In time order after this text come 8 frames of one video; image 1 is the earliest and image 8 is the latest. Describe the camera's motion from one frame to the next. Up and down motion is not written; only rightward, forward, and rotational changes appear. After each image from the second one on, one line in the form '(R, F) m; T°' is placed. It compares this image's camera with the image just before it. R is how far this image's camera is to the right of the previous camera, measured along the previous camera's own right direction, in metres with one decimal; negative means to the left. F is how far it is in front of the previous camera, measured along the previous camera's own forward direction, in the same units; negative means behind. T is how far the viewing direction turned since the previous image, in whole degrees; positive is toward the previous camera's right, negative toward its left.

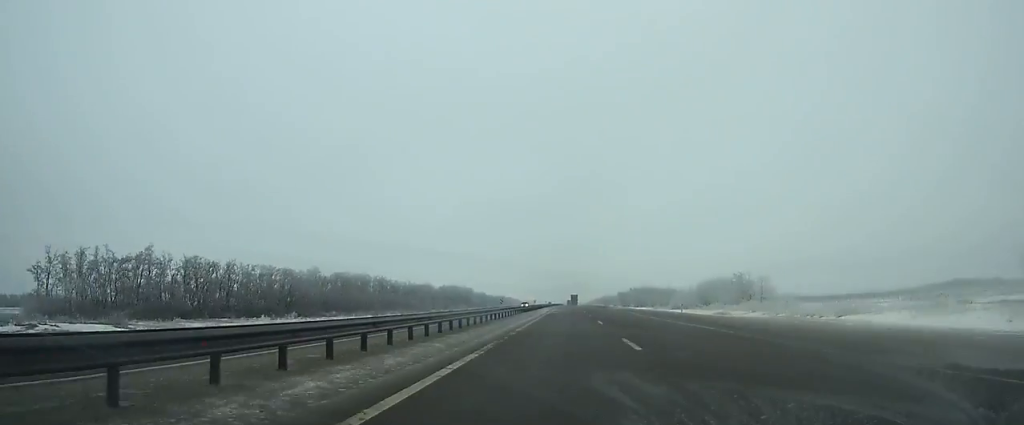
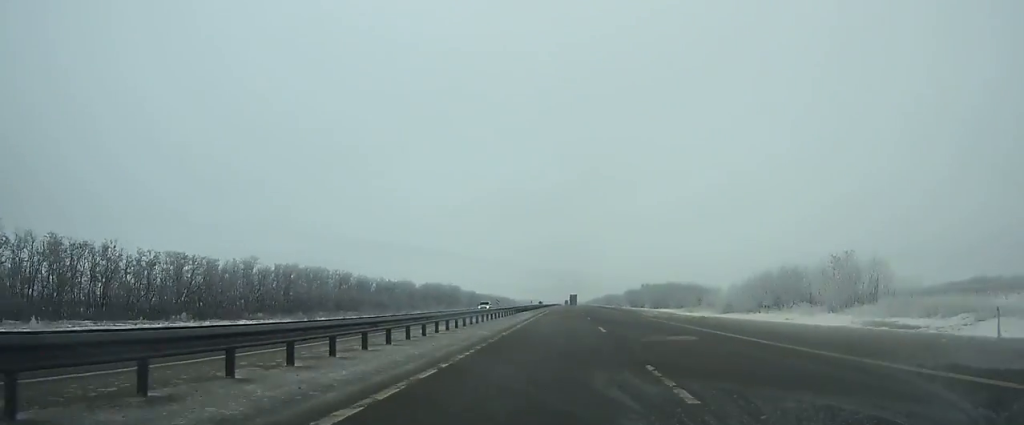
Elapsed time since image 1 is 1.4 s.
(0.0, +36.2) m; 0°
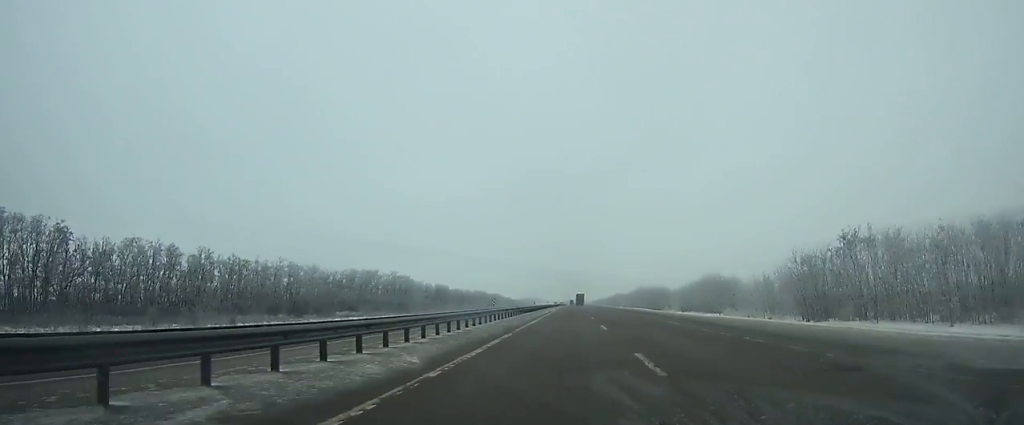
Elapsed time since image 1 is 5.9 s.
(-0.2, +113.7) m; 0°
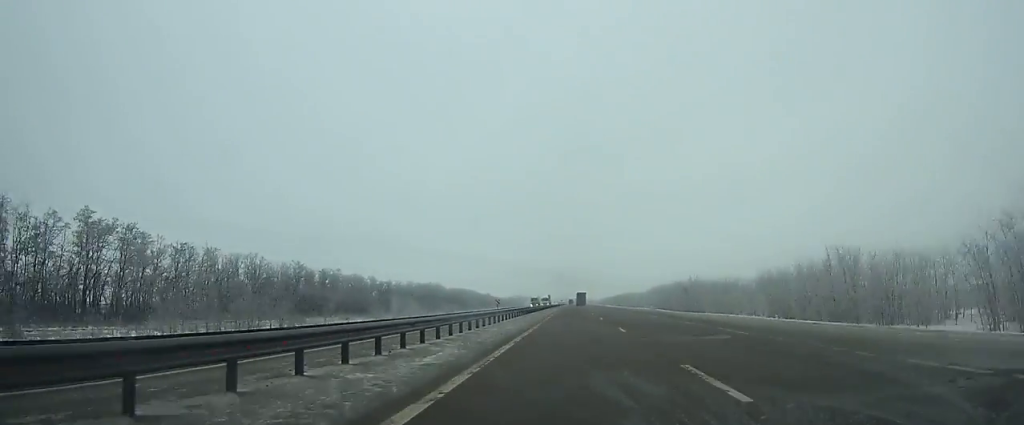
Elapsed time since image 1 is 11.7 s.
(-0.4, +153.7) m; 0°
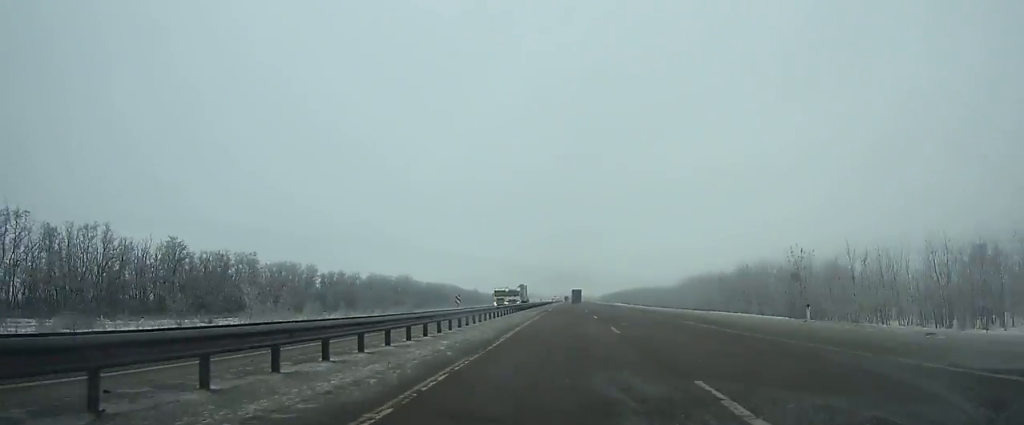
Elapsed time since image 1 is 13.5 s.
(+0.2, +49.4) m; 0°
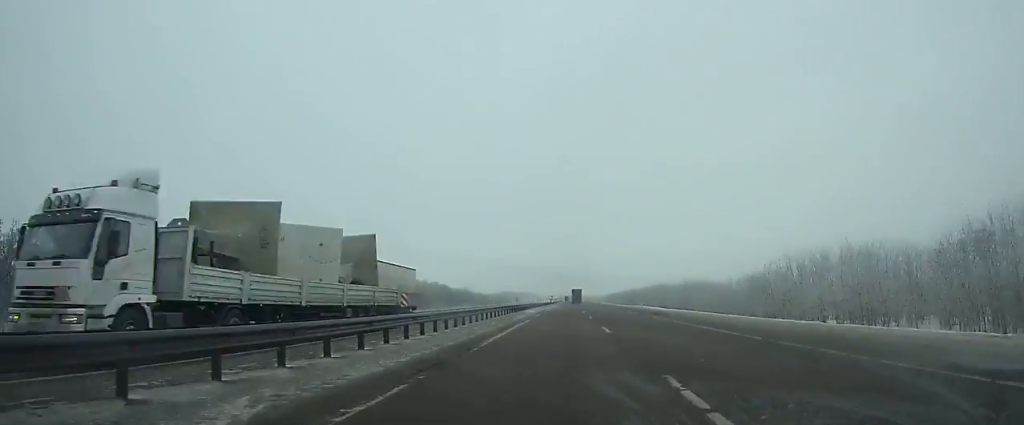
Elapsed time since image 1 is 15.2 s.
(+0.1, +47.1) m; 0°
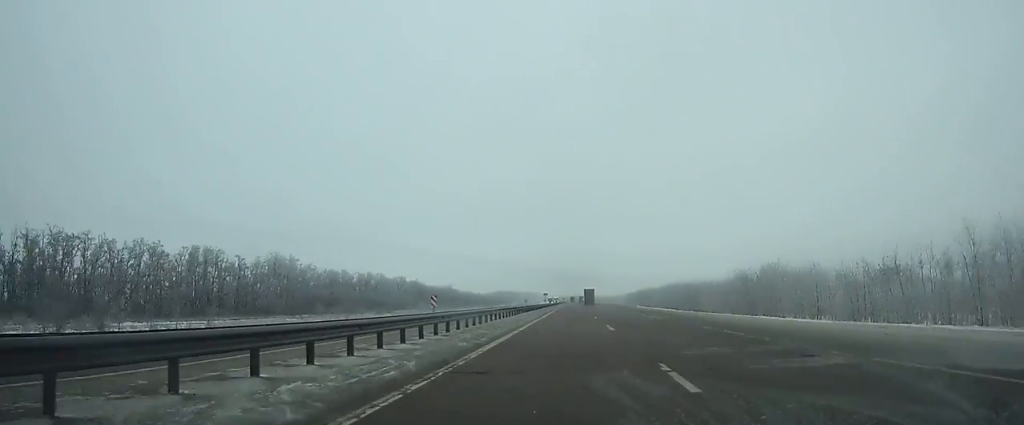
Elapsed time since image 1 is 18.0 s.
(0.0, +78.1) m; 0°
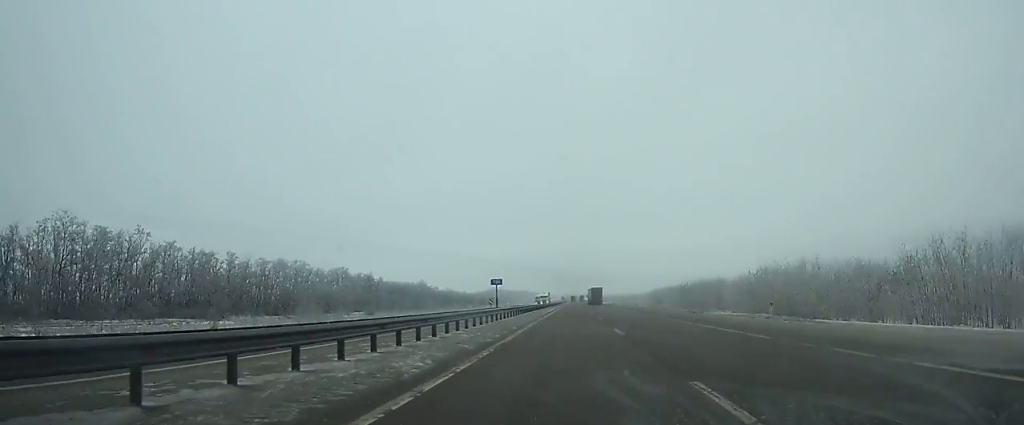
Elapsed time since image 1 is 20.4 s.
(-0.2, +67.7) m; 0°
